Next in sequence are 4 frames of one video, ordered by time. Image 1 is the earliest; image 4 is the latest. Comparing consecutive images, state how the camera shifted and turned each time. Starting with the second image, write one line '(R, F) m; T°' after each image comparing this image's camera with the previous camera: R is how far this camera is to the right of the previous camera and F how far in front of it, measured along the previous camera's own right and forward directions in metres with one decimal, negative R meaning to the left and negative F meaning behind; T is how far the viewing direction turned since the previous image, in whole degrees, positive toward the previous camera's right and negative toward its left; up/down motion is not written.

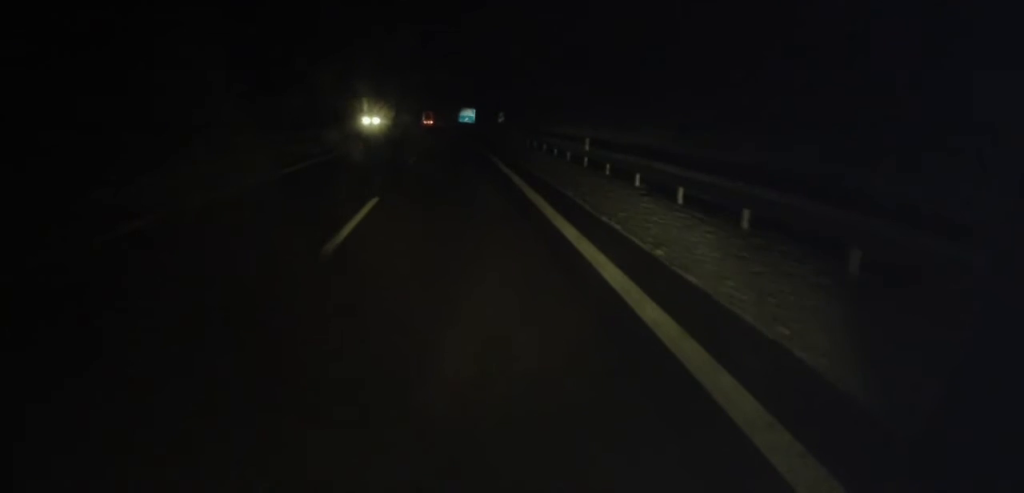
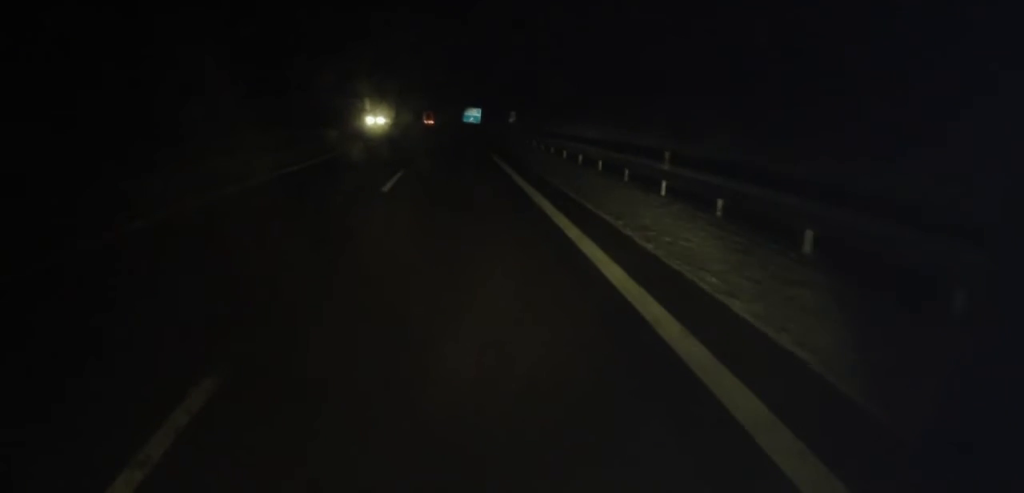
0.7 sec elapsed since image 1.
(0.0, +10.3) m; 0°
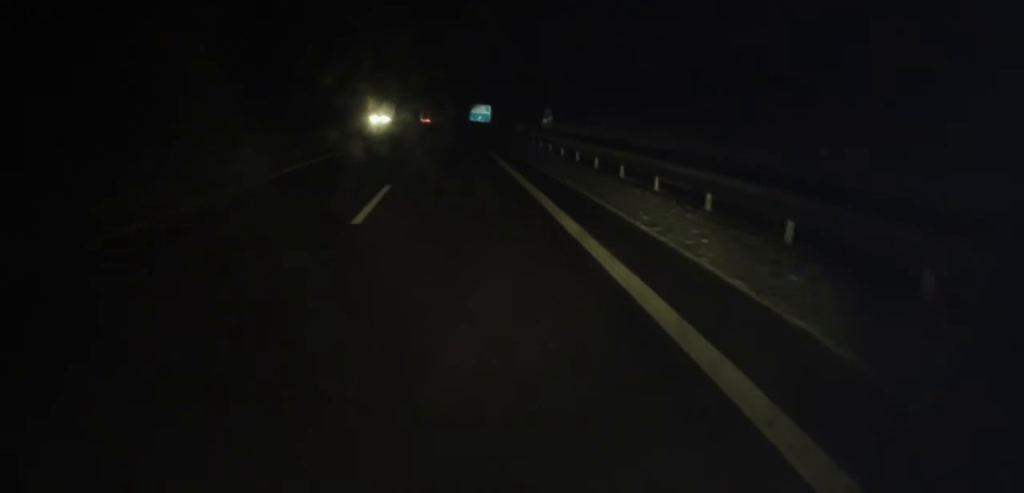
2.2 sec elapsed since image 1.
(-0.1, +23.0) m; 0°
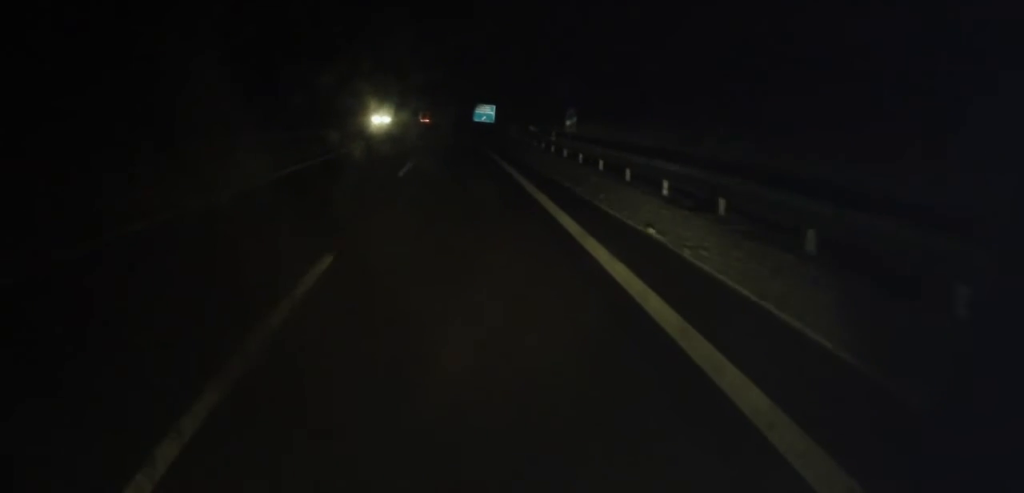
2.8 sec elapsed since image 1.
(-0.1, +8.5) m; -1°
